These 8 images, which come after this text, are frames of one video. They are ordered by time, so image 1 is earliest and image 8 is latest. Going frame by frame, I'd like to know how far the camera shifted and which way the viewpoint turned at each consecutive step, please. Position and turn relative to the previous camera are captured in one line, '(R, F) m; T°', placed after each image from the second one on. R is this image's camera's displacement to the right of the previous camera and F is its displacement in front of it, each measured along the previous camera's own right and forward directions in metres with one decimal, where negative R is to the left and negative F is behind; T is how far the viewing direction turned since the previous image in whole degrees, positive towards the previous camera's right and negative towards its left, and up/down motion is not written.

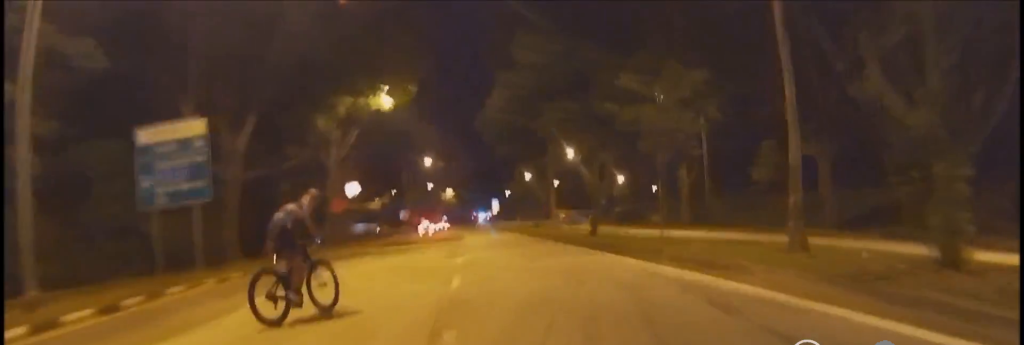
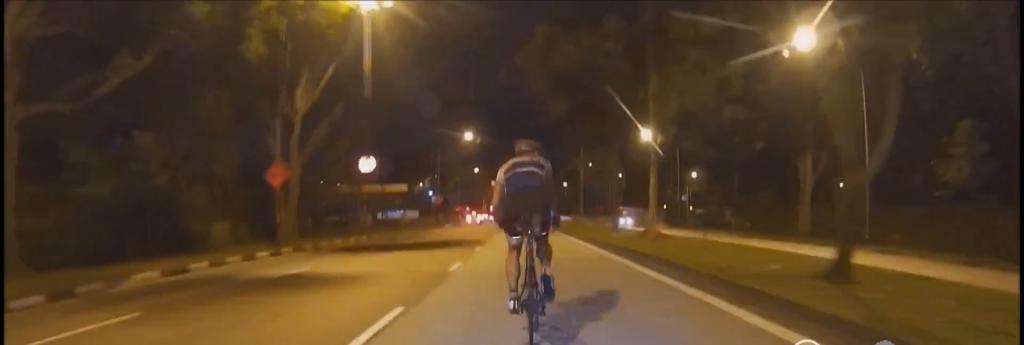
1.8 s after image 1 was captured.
(+0.7, +15.4) m; +10°
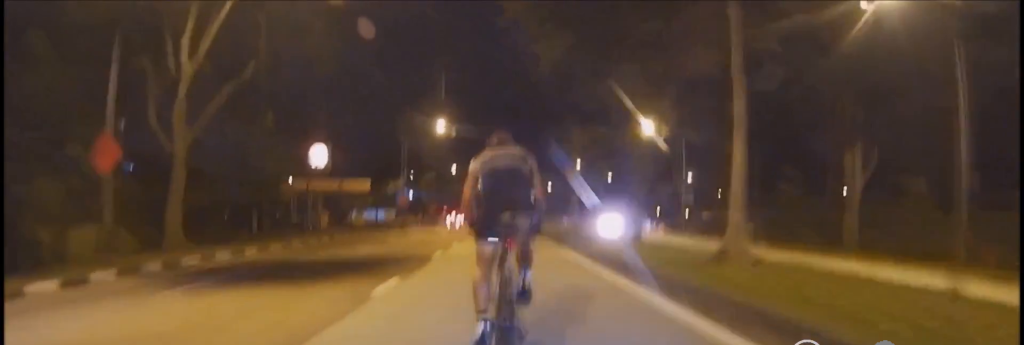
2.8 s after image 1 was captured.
(0.0, +9.1) m; -1°
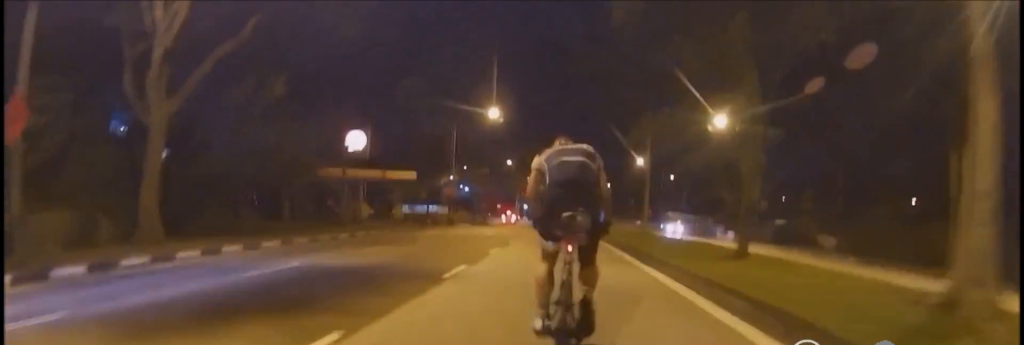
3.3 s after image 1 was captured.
(+0.1, +4.9) m; -5°
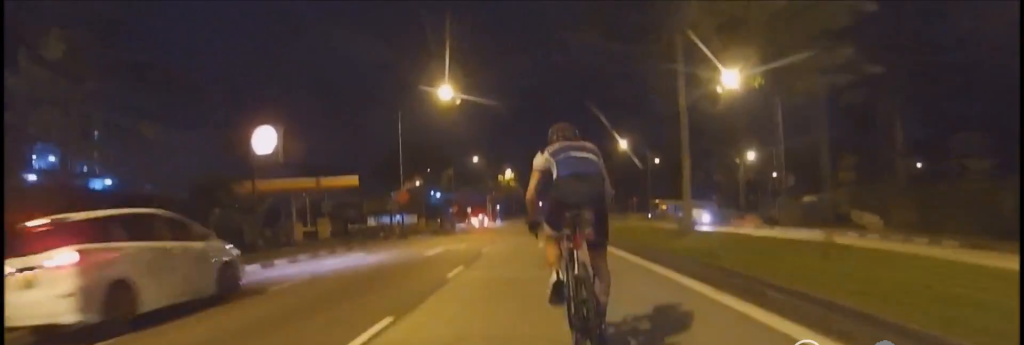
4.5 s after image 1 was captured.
(-1.3, +10.4) m; -5°
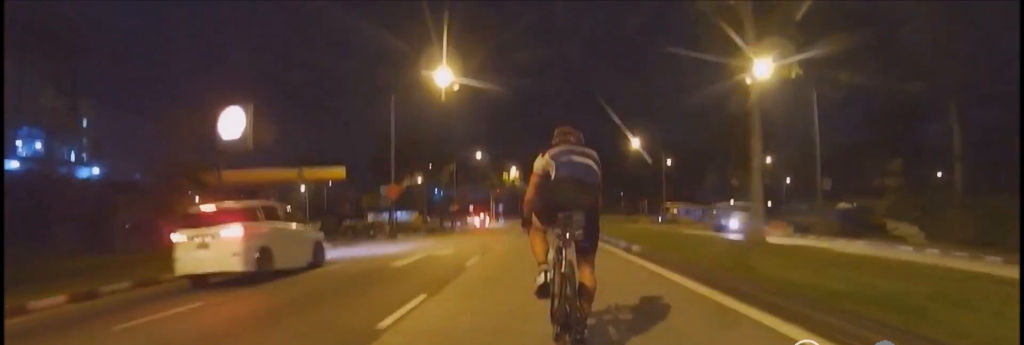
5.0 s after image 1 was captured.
(+0.1, +4.4) m; 0°
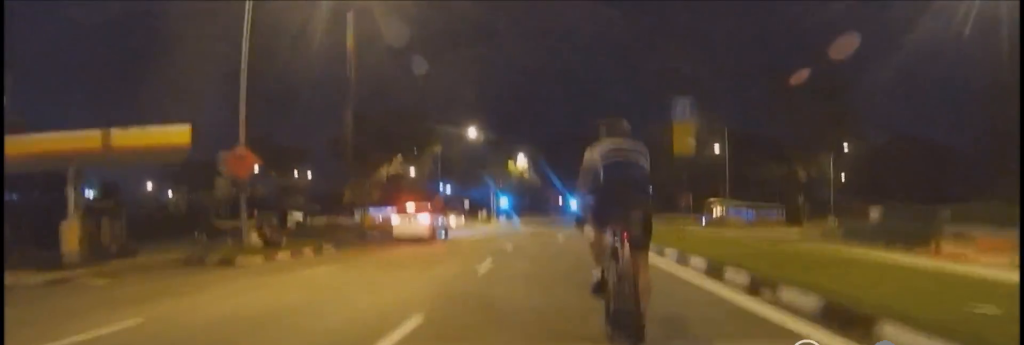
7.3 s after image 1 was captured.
(+0.8, +20.1) m; +2°
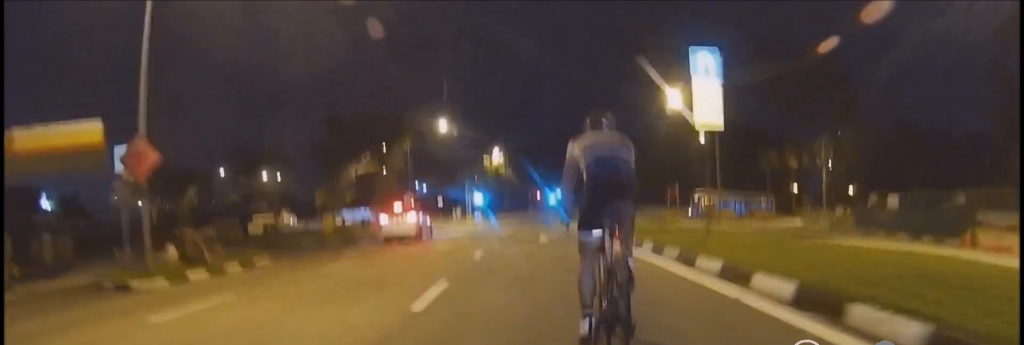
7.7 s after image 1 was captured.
(+0.4, +4.0) m; 0°
